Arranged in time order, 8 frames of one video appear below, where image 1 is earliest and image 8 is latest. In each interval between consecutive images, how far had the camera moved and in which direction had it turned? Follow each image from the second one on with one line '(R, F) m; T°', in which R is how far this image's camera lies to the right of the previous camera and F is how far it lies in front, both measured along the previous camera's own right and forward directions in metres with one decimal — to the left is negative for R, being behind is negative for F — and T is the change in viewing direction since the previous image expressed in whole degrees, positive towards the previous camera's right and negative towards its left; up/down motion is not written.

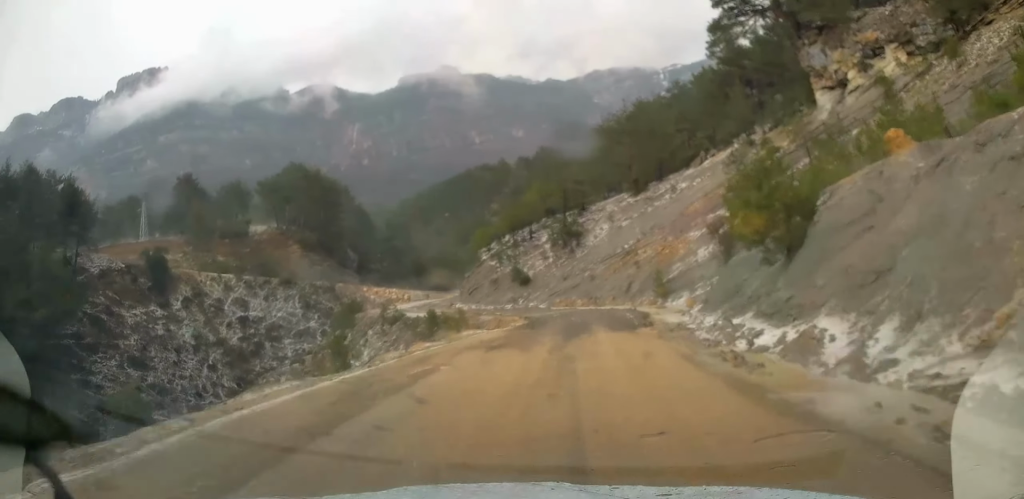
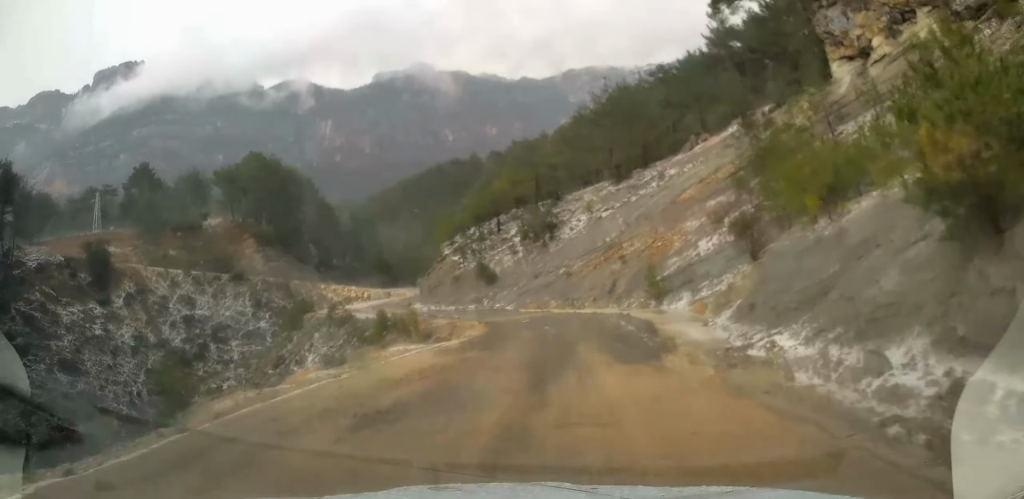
(0.0, +9.3) m; -2°
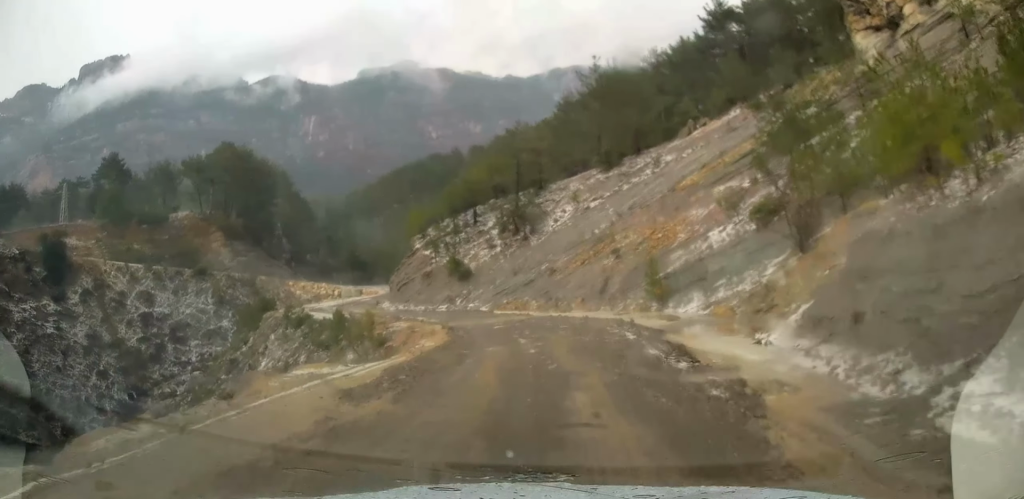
(-0.2, +7.5) m; -4°
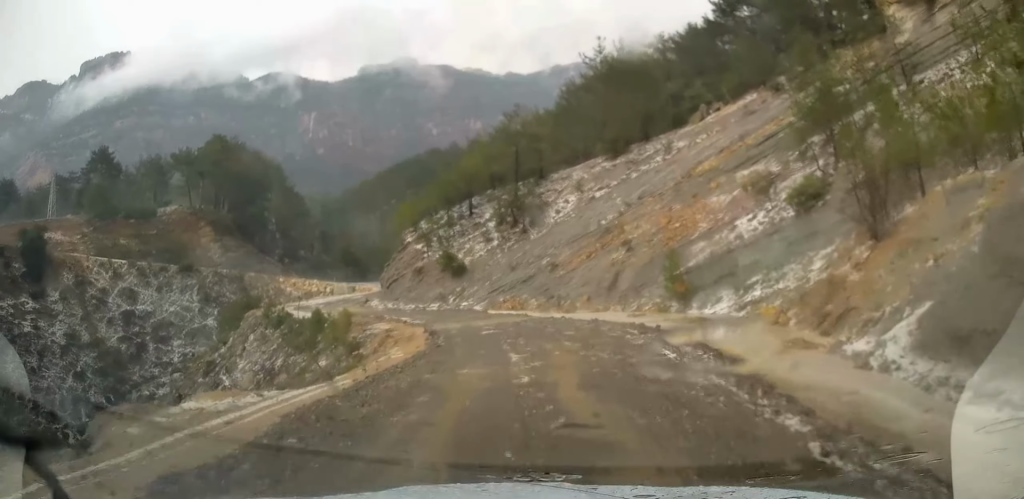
(-0.2, +5.3) m; -3°
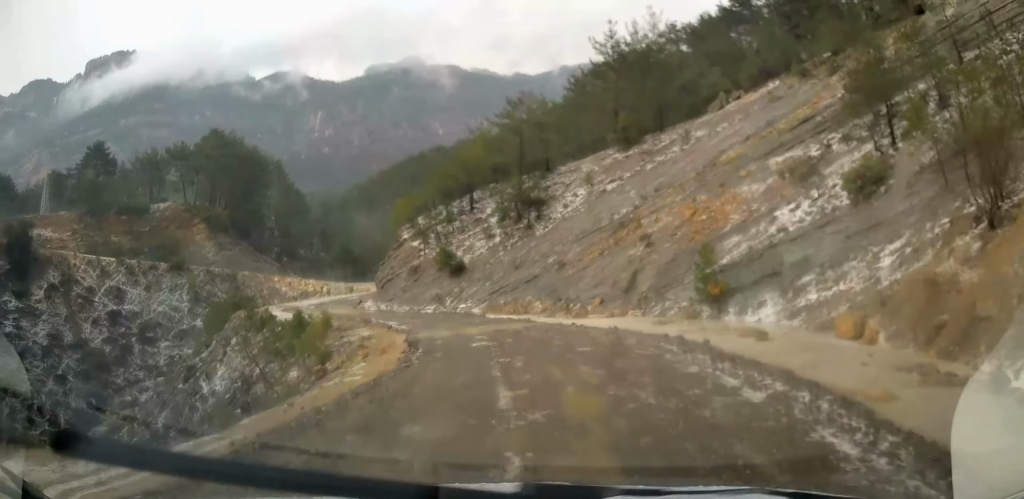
(-0.2, +4.9) m; -2°
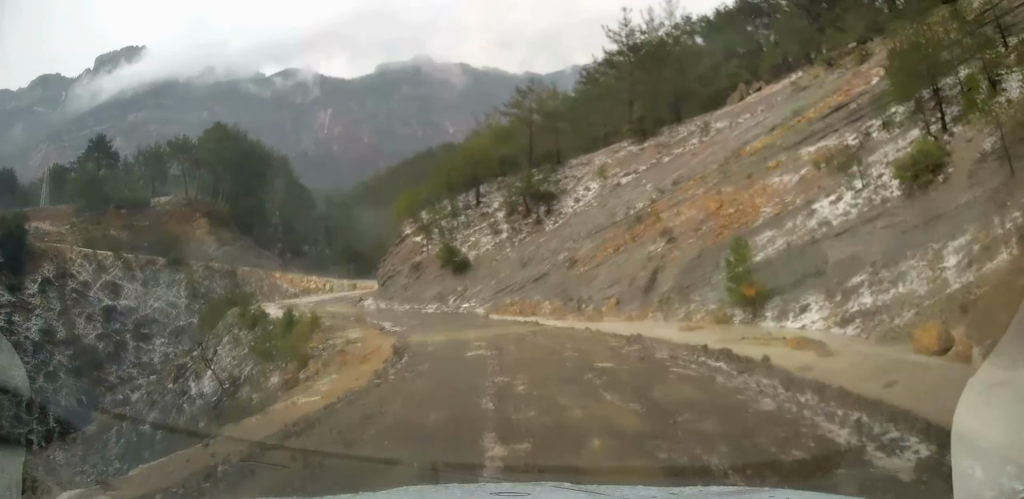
(0.0, +3.2) m; -1°
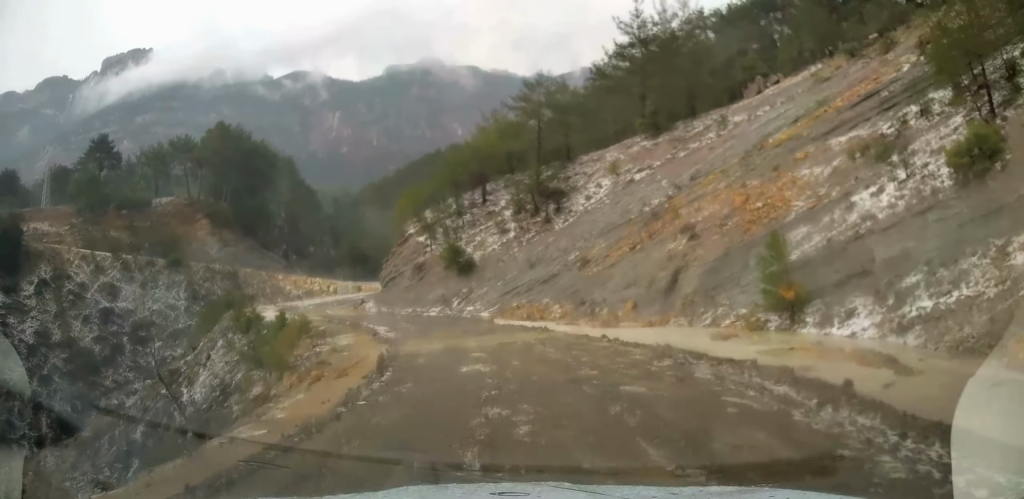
(0.0, +2.7) m; 0°
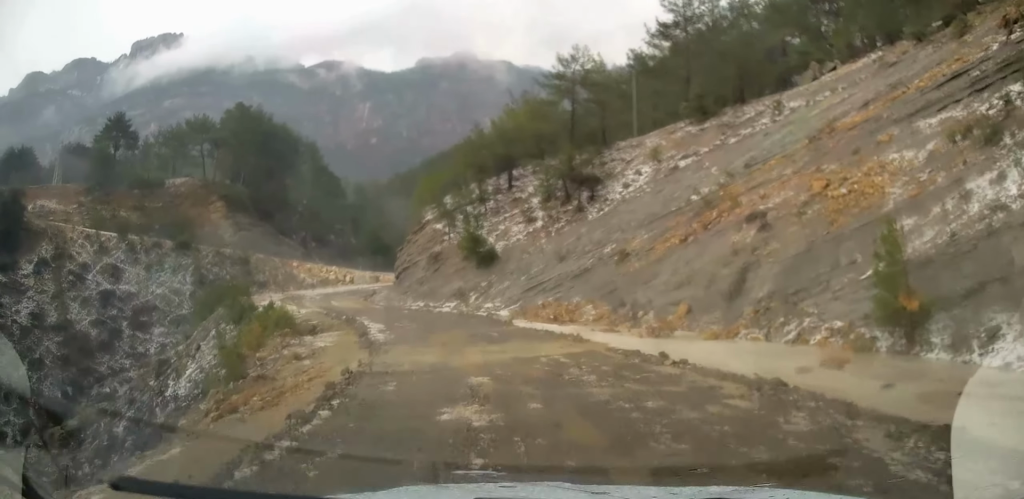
(-0.1, +5.1) m; 0°
